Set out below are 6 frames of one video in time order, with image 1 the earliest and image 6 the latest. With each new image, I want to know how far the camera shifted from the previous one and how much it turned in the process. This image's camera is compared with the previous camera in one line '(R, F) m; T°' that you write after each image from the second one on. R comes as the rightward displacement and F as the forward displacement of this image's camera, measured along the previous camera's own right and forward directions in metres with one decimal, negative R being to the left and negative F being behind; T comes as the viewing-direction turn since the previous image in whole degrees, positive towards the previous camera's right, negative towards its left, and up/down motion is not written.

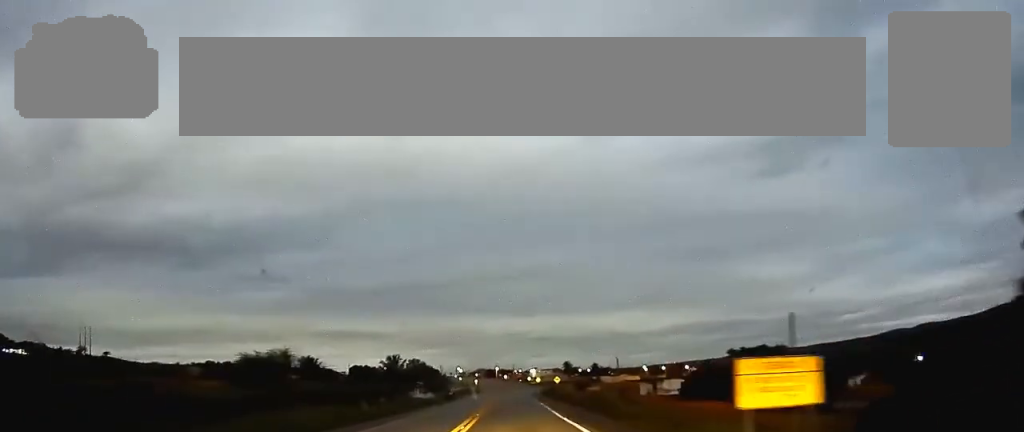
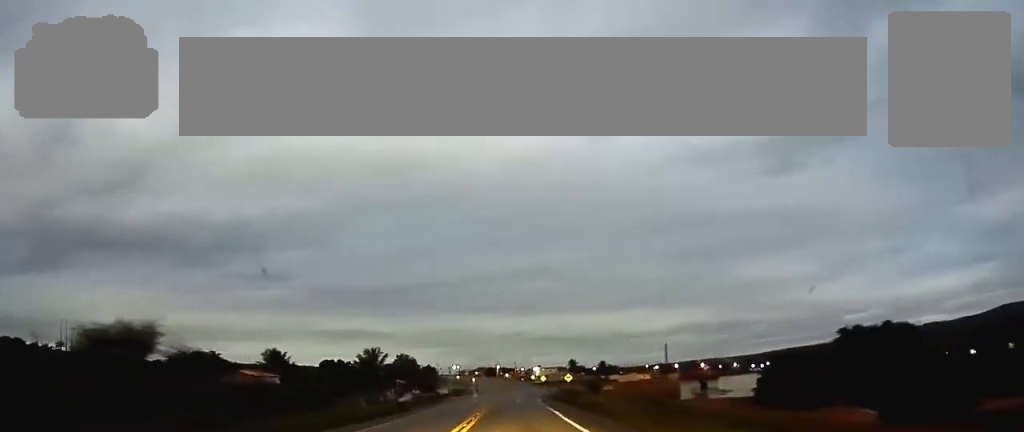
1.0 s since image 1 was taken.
(+0.1, +24.5) m; 0°
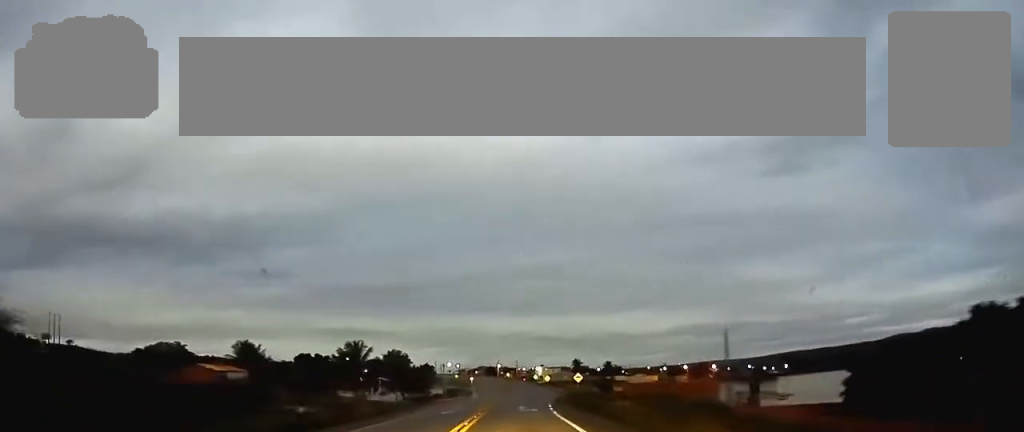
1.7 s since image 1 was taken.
(0.0, +15.4) m; 0°
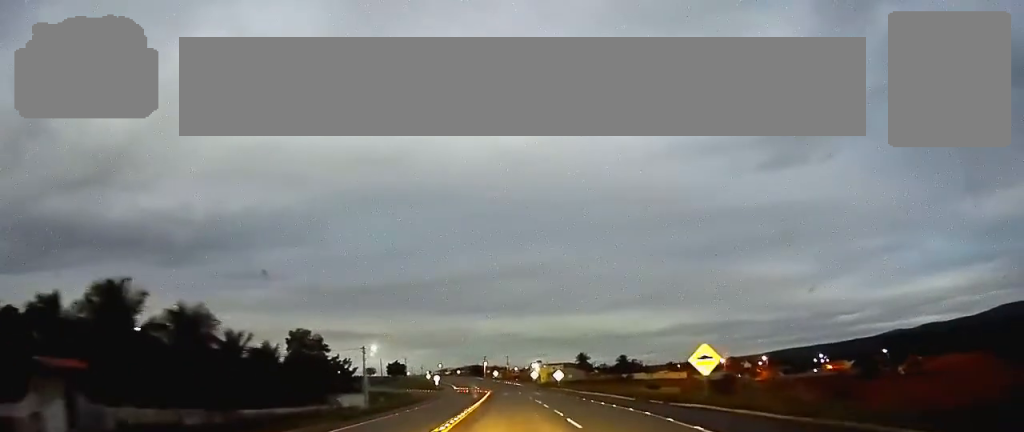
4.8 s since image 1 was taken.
(+0.5, +69.7) m; +1°
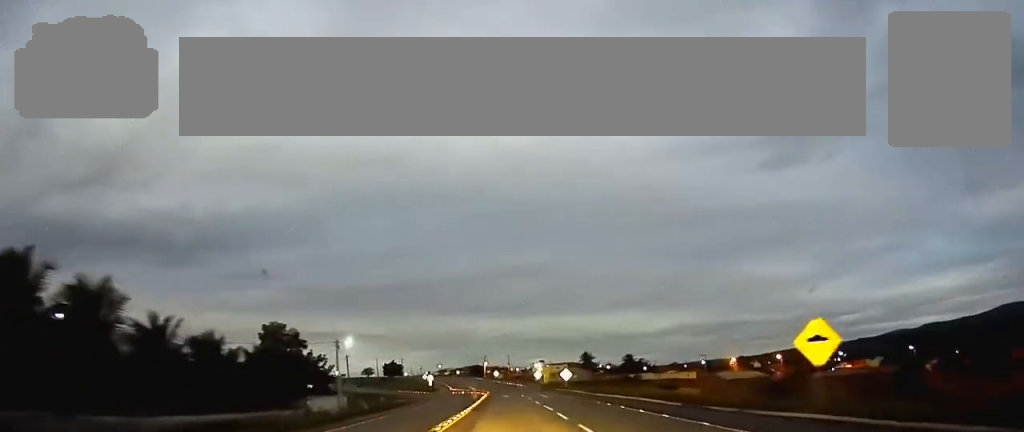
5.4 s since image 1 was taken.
(0.0, +11.8) m; 0°
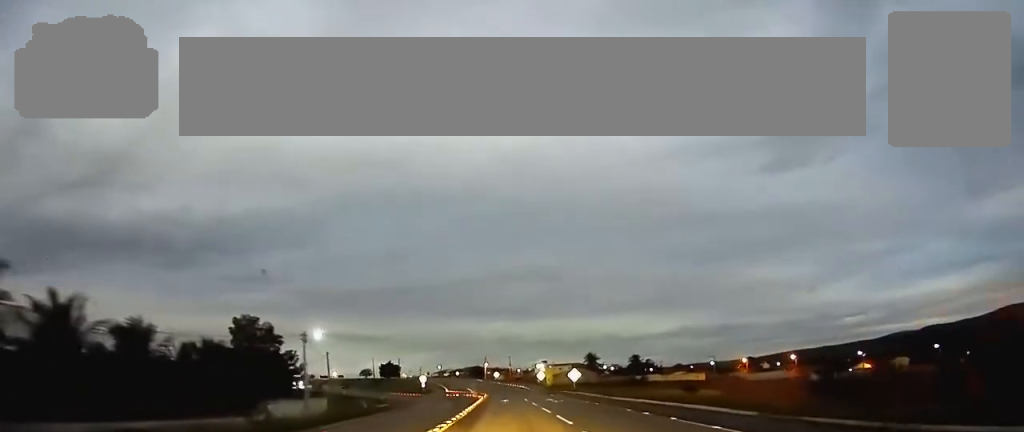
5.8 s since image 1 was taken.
(0.0, +10.4) m; 0°
